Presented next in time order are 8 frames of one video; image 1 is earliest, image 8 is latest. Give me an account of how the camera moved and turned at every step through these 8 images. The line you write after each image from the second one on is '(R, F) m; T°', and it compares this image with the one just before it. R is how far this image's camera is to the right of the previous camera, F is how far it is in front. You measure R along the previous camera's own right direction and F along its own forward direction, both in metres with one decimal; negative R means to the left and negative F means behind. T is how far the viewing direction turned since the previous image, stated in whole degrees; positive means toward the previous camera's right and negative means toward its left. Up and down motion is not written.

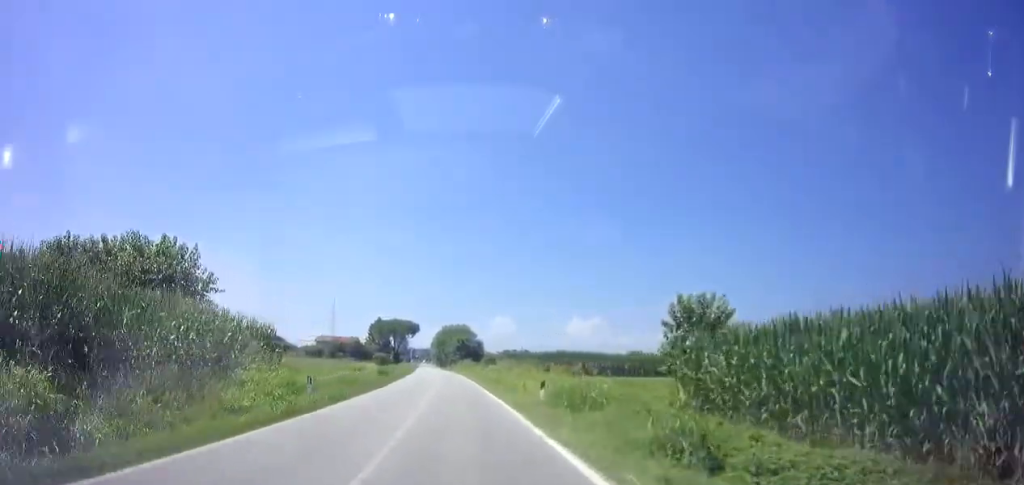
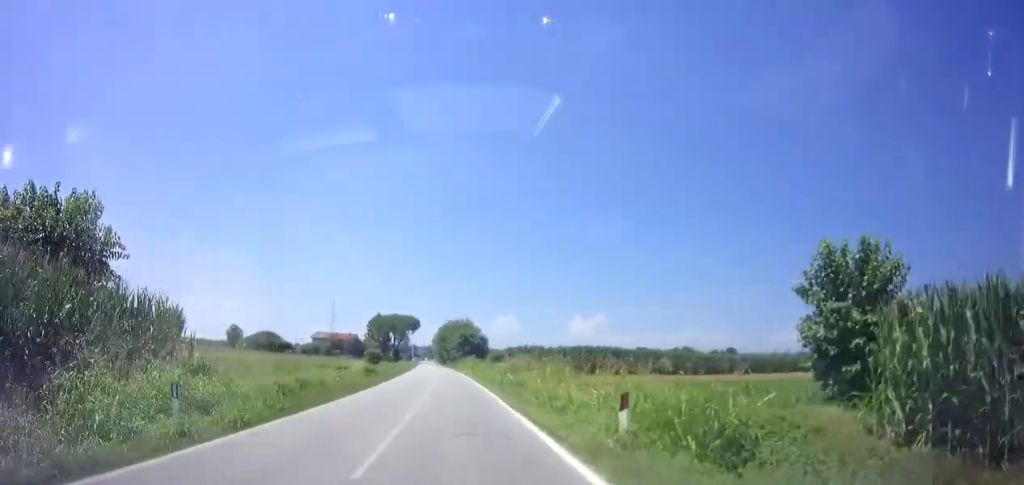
(0.0, +8.1) m; 0°
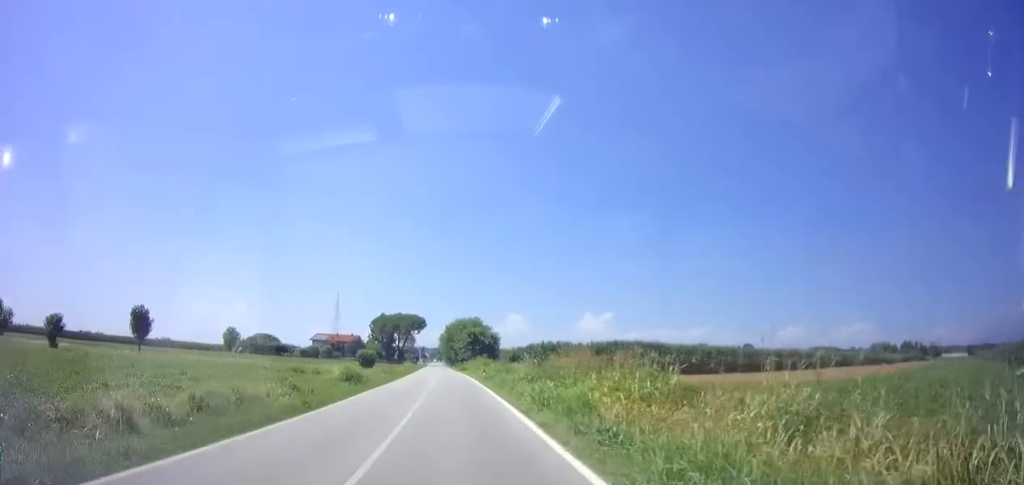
(+0.1, +9.8) m; -1°
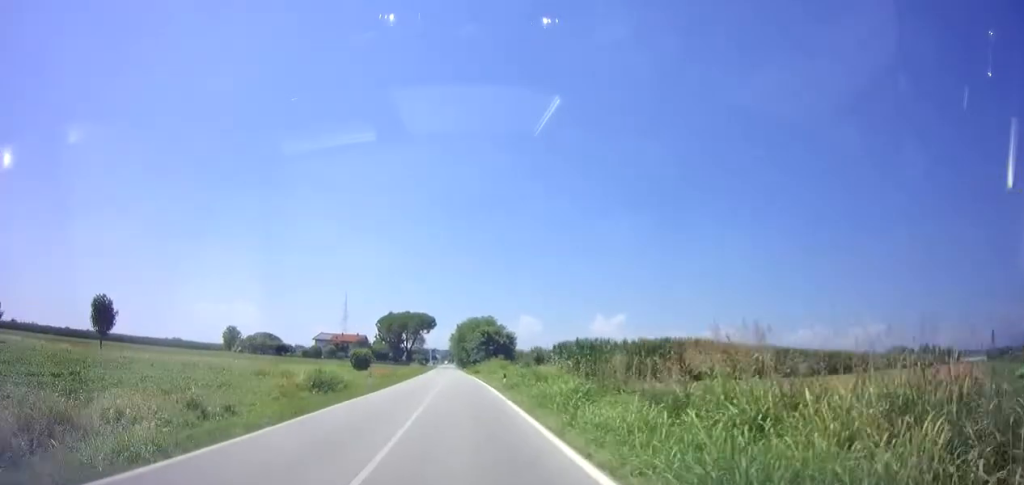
(-0.1, +9.3) m; -1°
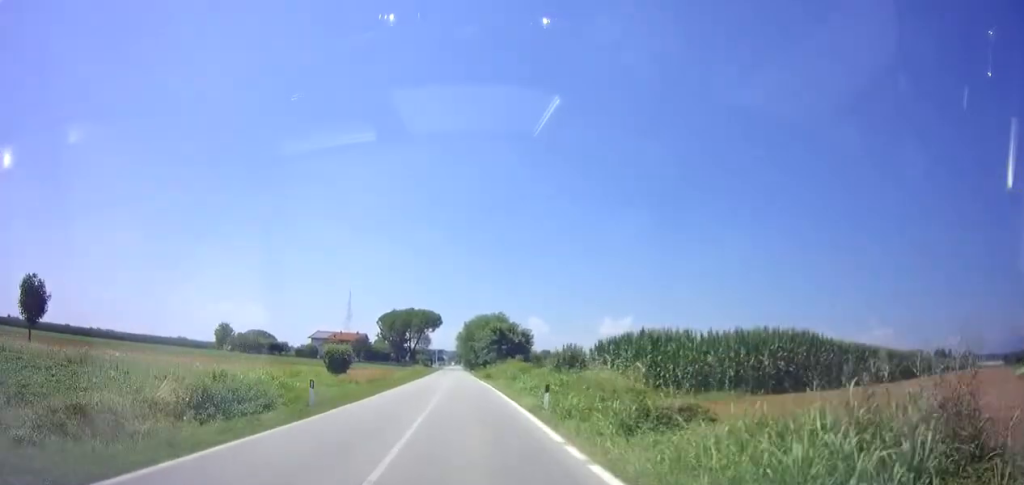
(-0.2, +11.5) m; -1°
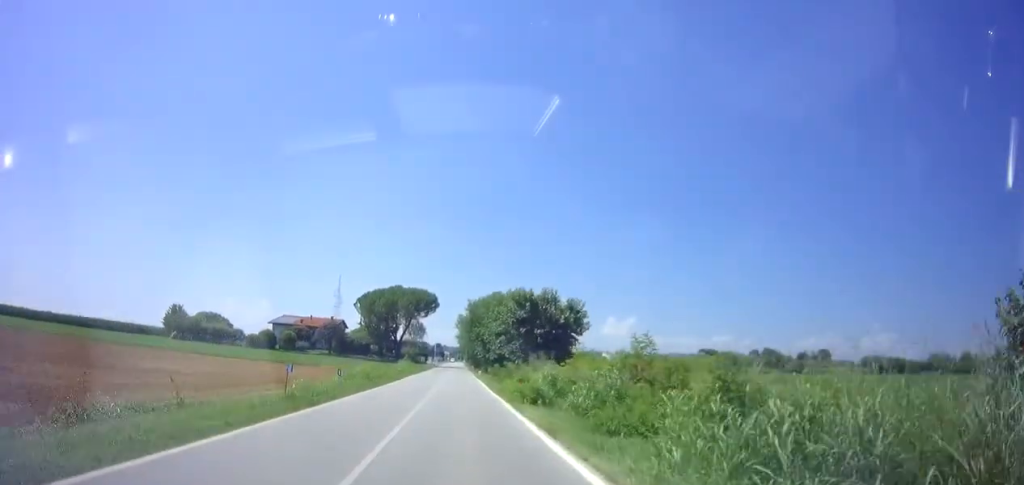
(-0.1, +31.9) m; +1°
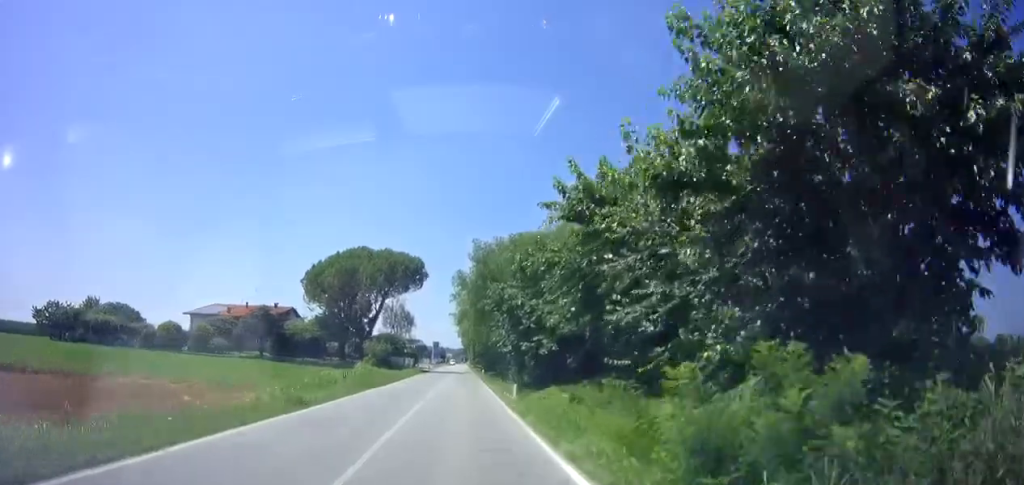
(-0.1, +36.9) m; -1°
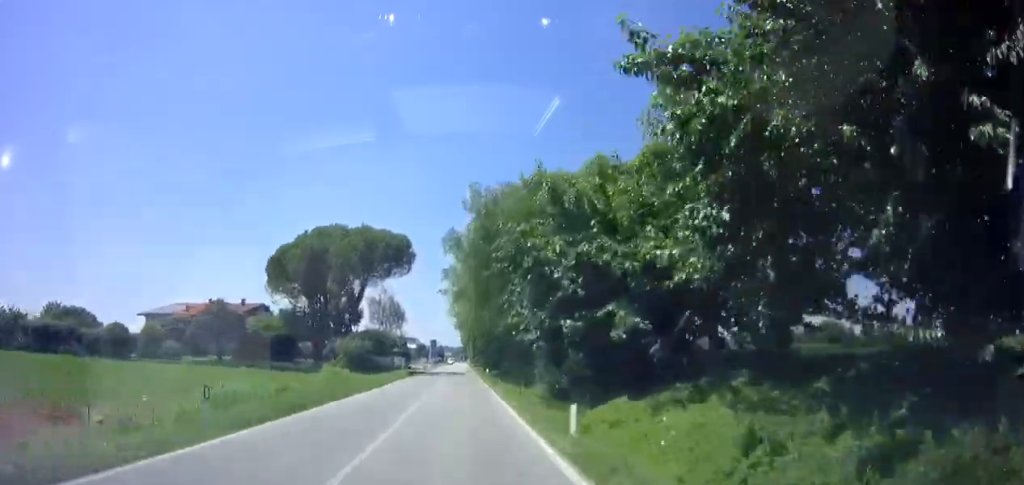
(0.0, +11.5) m; +1°
